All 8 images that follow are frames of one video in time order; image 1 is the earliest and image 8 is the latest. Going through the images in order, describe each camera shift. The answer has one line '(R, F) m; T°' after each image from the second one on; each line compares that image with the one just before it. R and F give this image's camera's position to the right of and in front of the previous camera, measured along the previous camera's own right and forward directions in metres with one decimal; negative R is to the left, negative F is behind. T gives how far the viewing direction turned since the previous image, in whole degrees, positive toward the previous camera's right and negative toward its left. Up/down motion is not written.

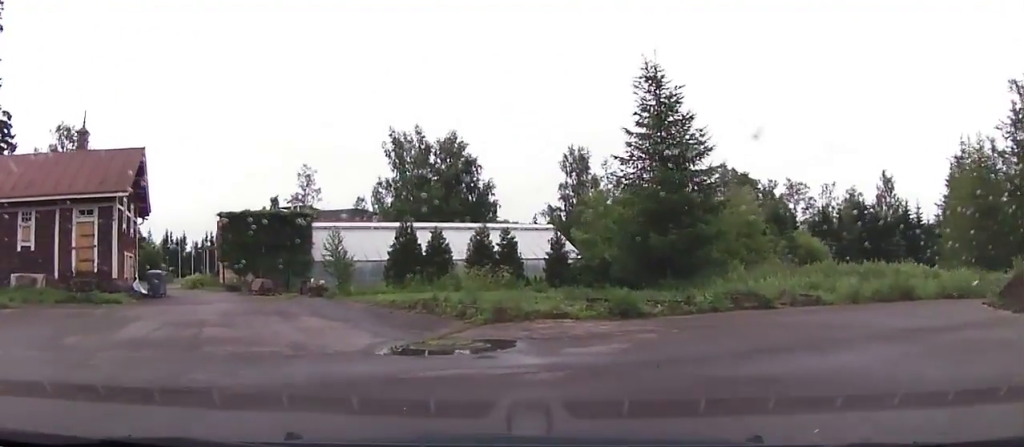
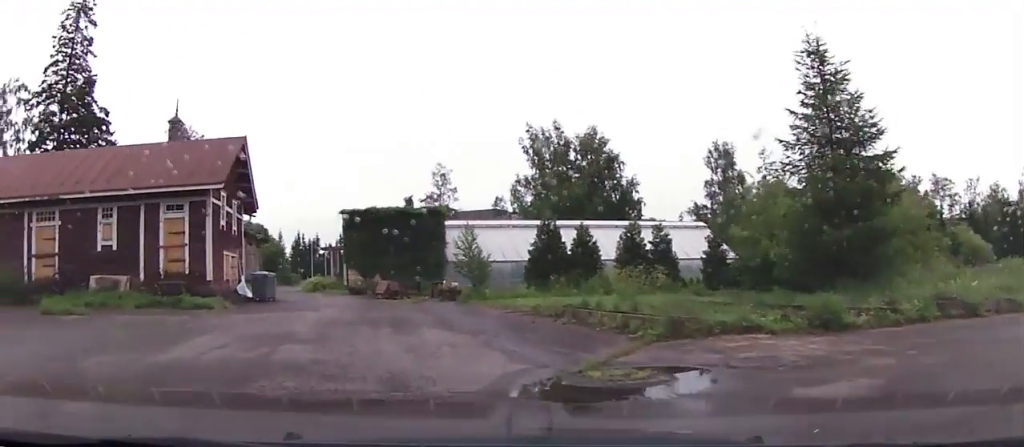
(-0.2, +3.0) m; -14°
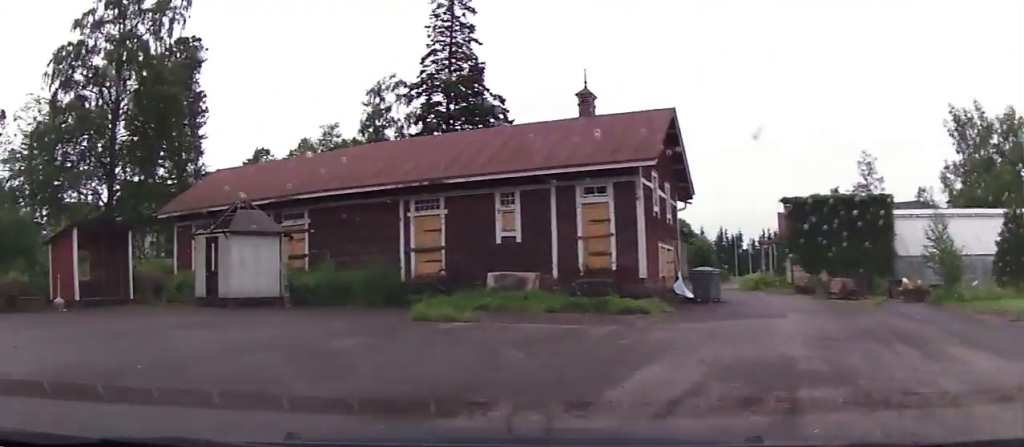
(-0.7, +4.1) m; -28°
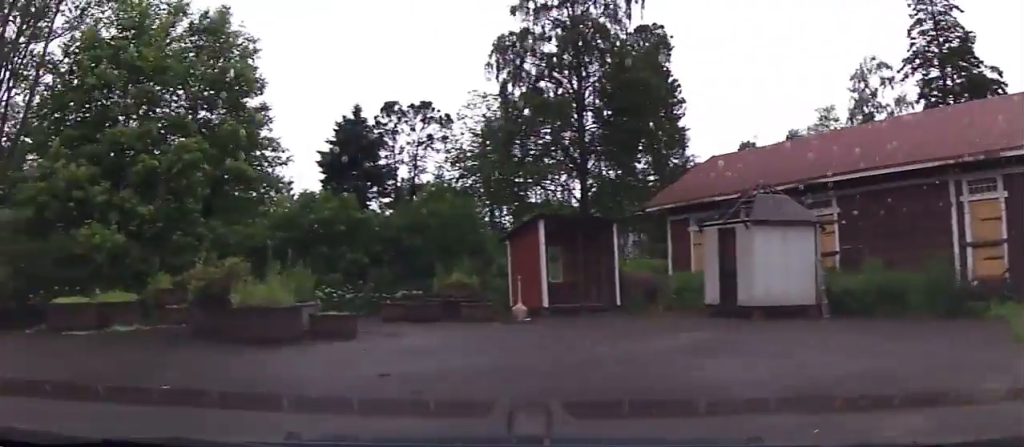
(-1.2, +4.4) m; -34°
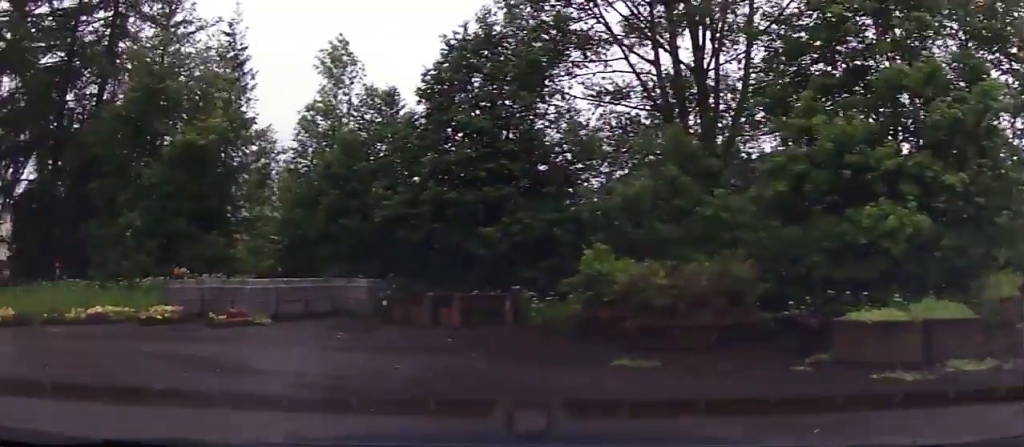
(-3.2, +6.1) m; -59°
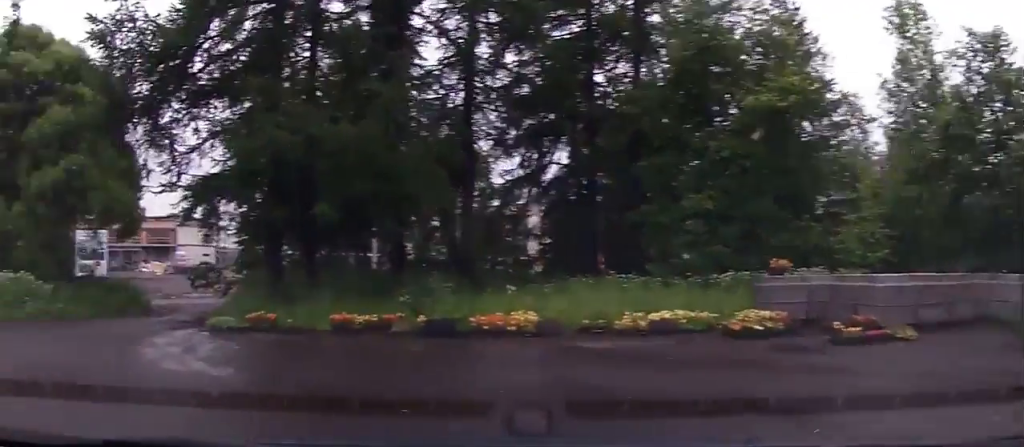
(-2.0, +4.5) m; -55°
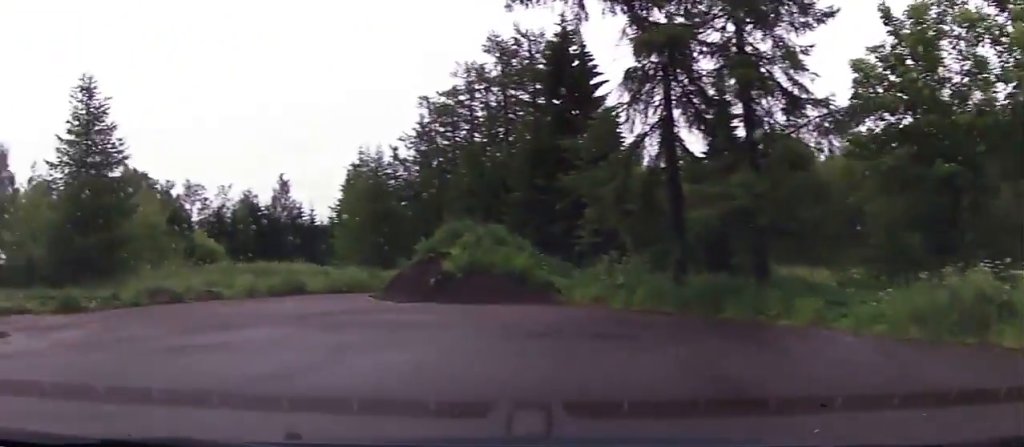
(-7.4, +5.3) m; -110°
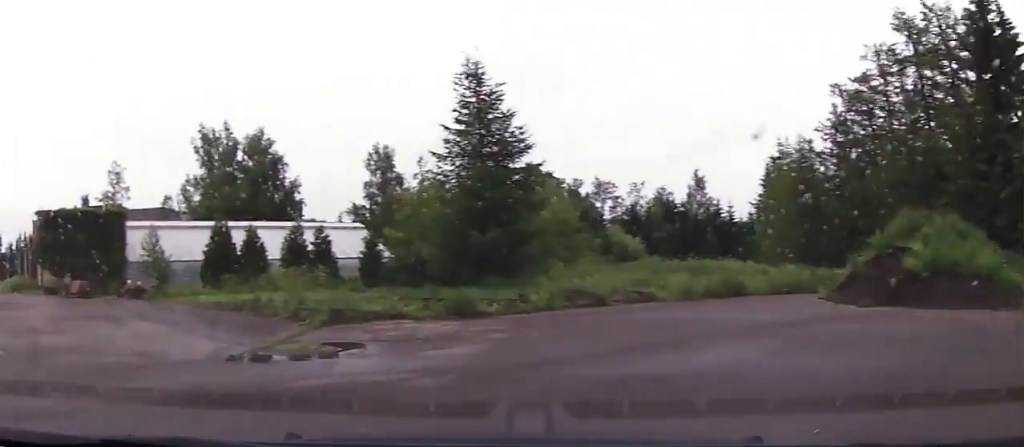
(-1.1, +3.5) m; -26°
